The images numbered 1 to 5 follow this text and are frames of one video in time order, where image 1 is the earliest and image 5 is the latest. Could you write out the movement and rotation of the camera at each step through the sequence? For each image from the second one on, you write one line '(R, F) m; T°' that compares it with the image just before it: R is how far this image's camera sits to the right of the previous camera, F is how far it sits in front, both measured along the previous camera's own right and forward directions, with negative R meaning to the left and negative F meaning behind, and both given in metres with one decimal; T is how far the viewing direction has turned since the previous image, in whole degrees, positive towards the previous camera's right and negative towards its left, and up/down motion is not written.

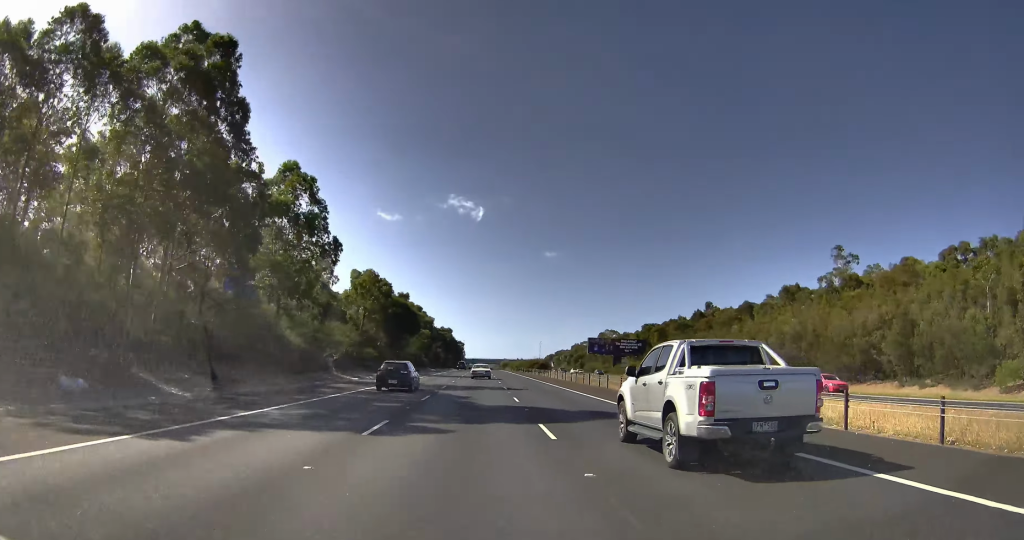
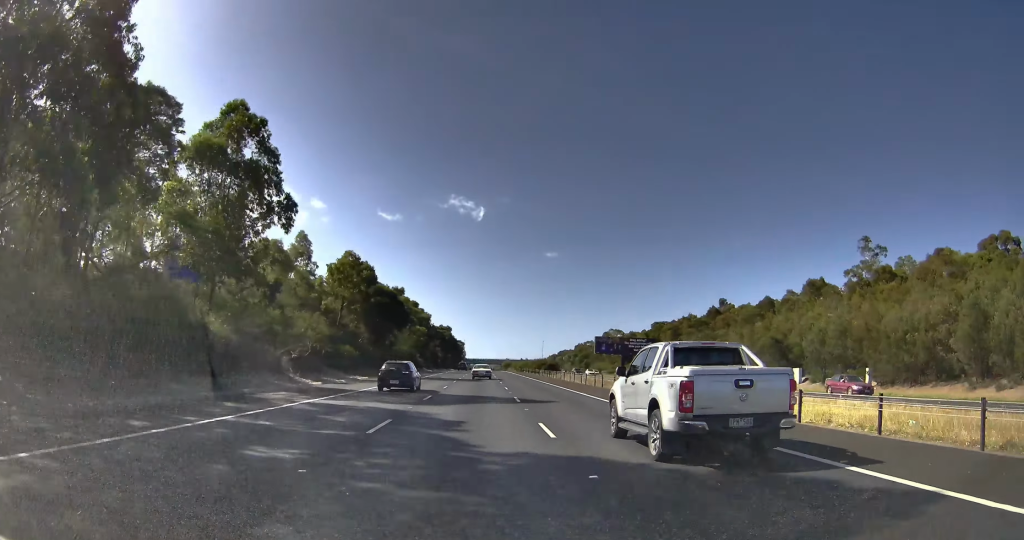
(0.0, +10.9) m; 0°
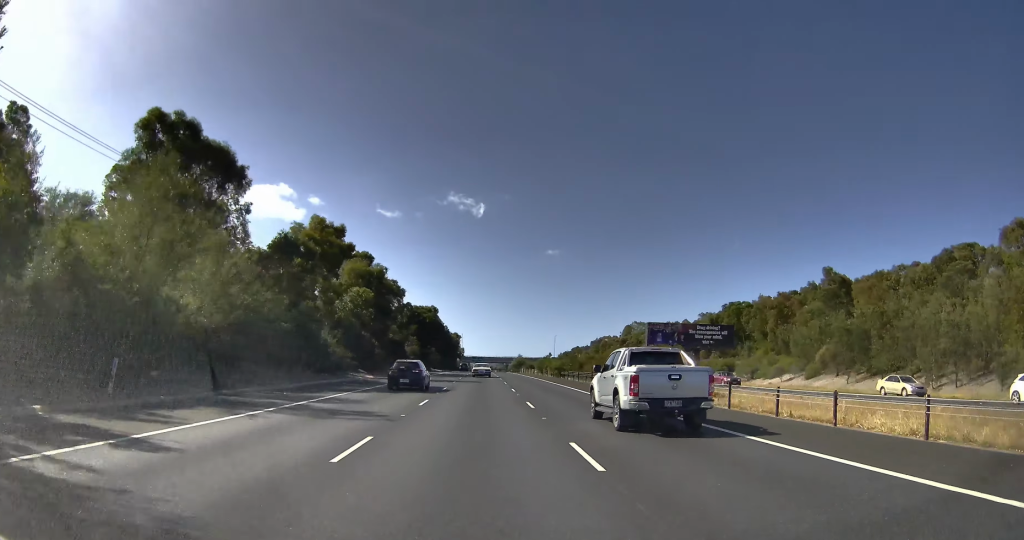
(+1.6, +65.7) m; +1°
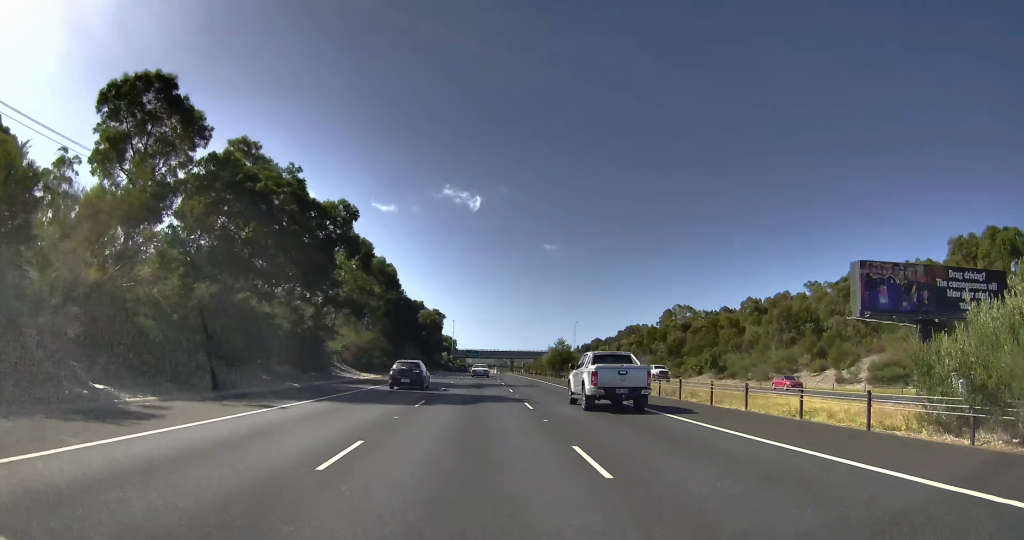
(-0.6, +103.4) m; -1°
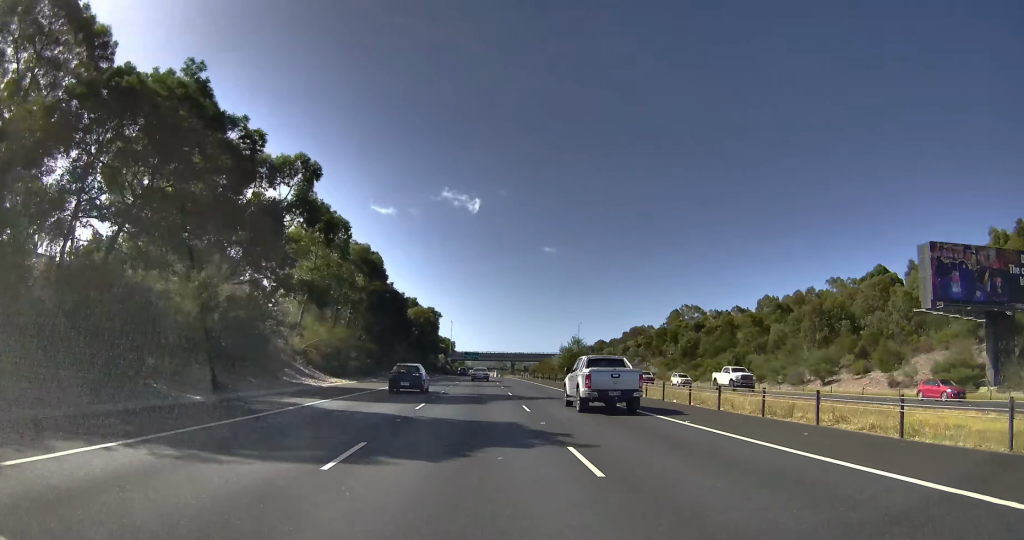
(0.0, +14.4) m; 0°
